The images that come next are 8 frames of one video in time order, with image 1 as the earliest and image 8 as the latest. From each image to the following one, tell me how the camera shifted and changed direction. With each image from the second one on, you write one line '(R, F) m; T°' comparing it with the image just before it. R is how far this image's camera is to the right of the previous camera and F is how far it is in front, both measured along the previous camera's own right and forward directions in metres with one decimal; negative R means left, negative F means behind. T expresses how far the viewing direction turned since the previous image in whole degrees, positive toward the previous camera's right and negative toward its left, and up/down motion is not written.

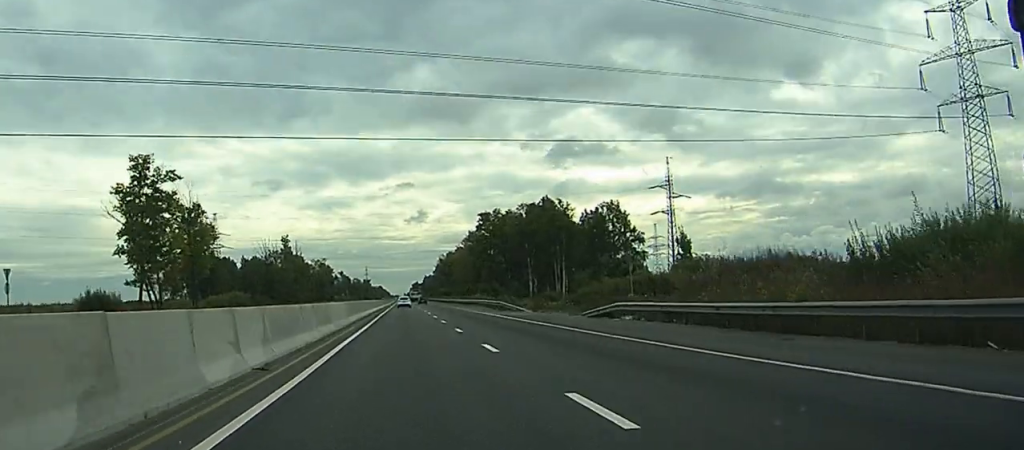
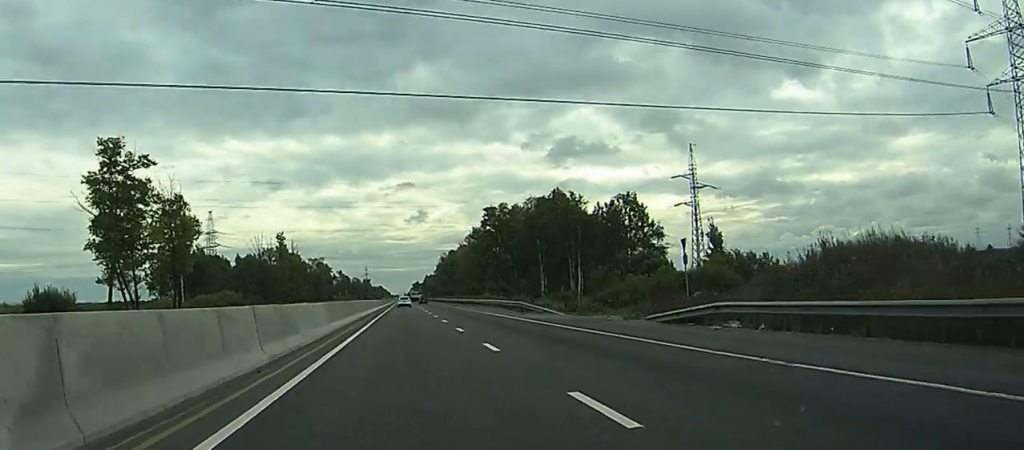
(+0.1, +12.0) m; 0°
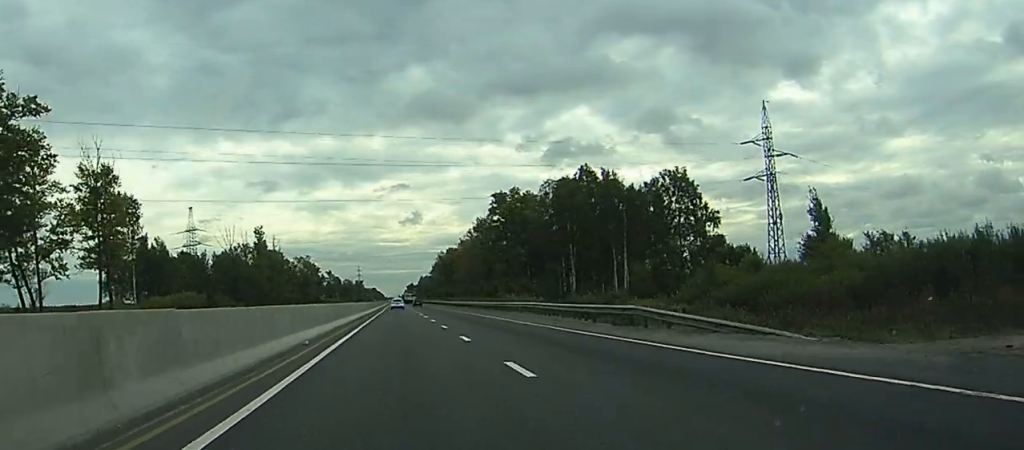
(0.0, +30.5) m; +1°
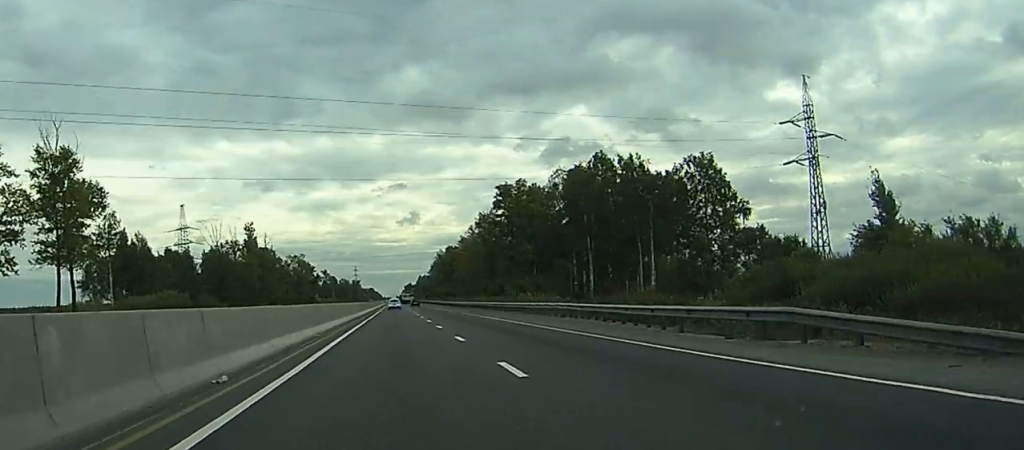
(+0.3, +12.0) m; 0°
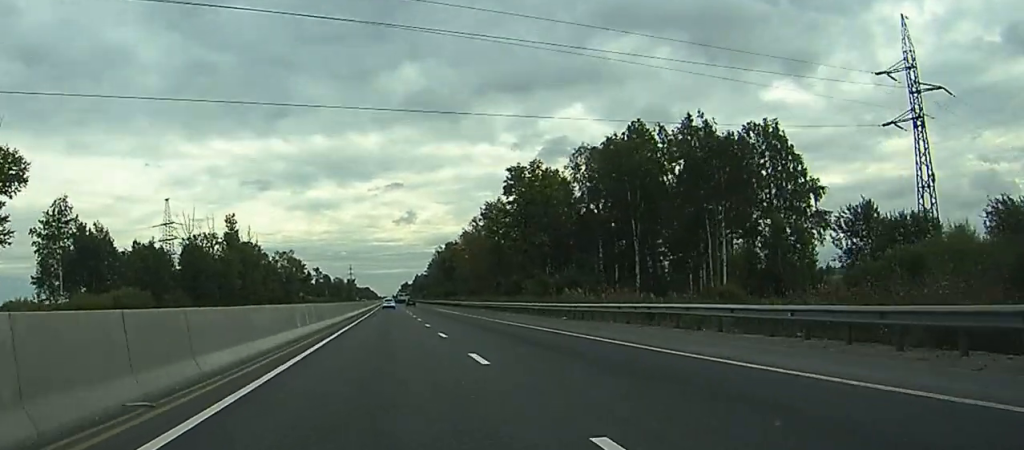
(+0.3, +21.1) m; -1°
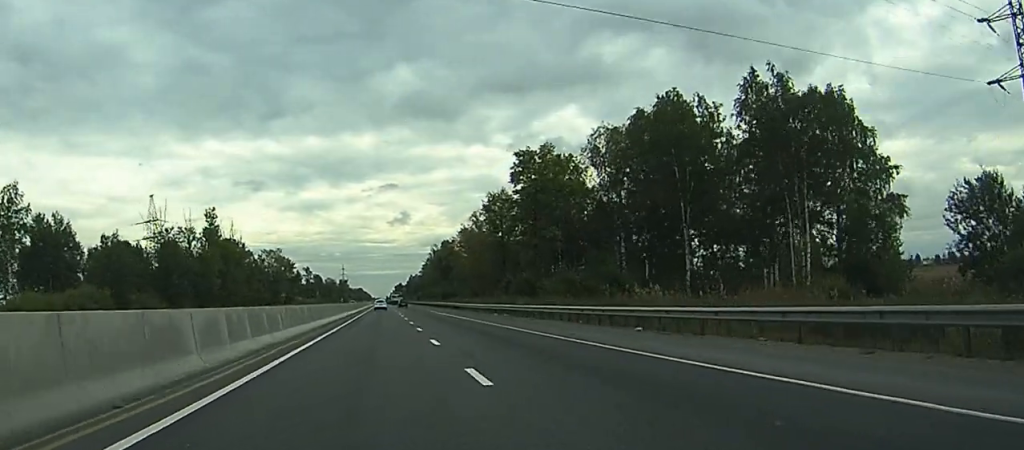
(-0.7, +15.4) m; 0°
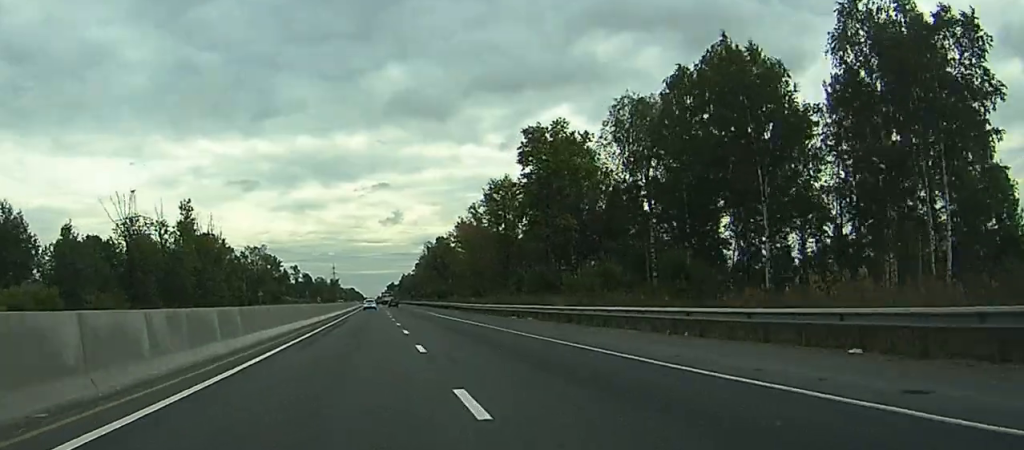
(0.0, +15.4) m; +1°
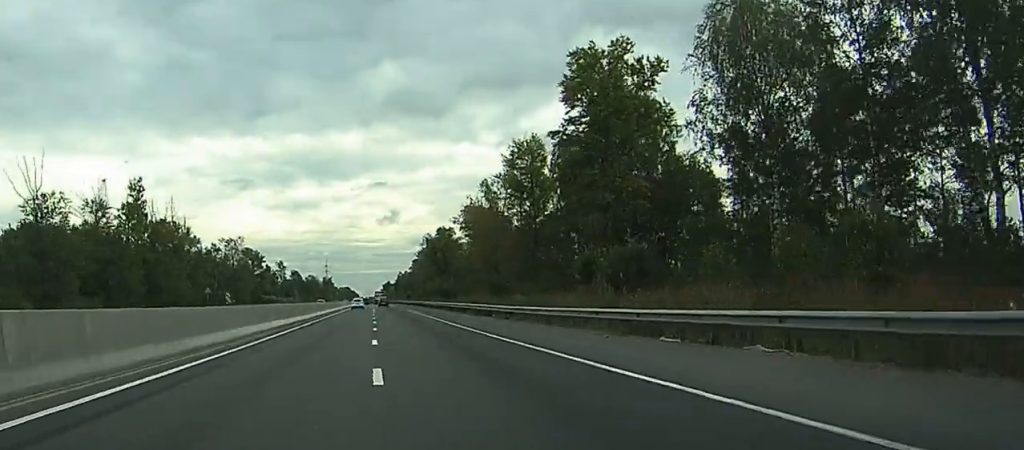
(+1.0, +31.6) m; +1°
